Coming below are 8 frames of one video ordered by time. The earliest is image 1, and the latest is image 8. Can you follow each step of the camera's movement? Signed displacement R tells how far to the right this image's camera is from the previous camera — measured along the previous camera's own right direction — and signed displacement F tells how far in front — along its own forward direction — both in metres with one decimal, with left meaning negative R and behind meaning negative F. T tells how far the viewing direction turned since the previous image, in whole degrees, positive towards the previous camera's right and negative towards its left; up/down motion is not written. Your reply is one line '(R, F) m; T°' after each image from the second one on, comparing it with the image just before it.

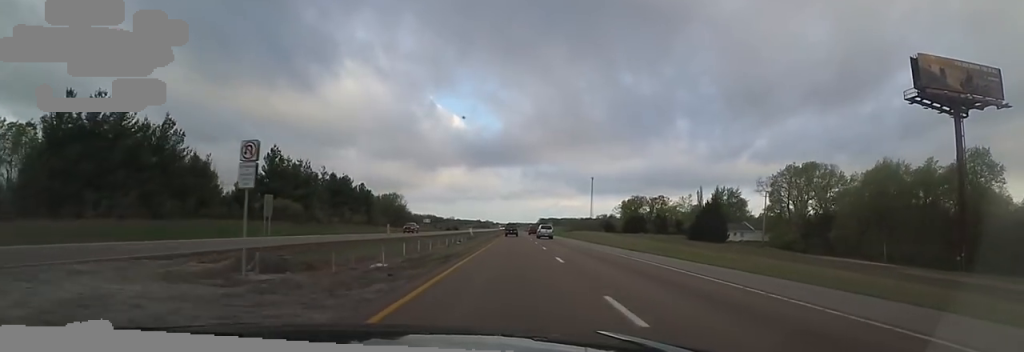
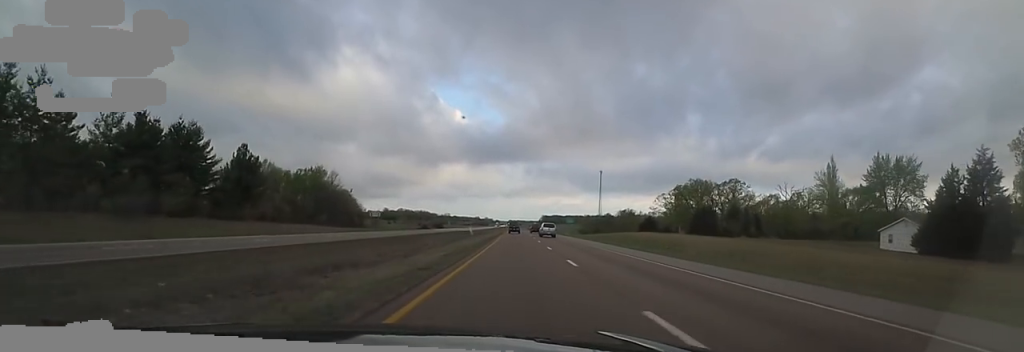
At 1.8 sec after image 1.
(-1.2, +62.3) m; 0°
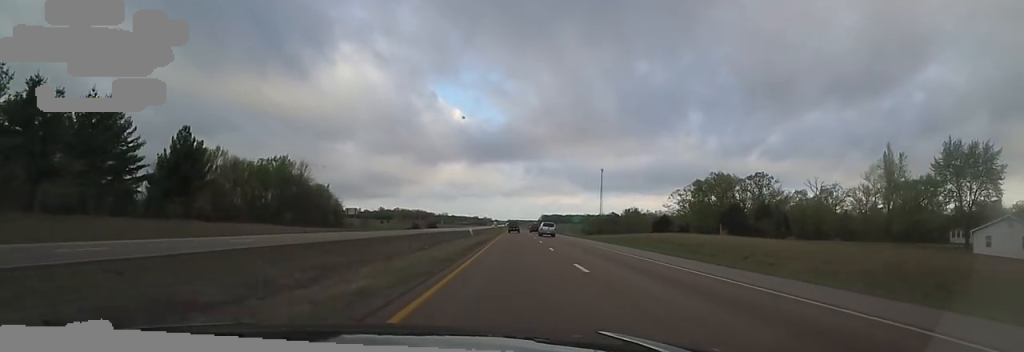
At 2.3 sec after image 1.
(0.0, +14.9) m; 0°
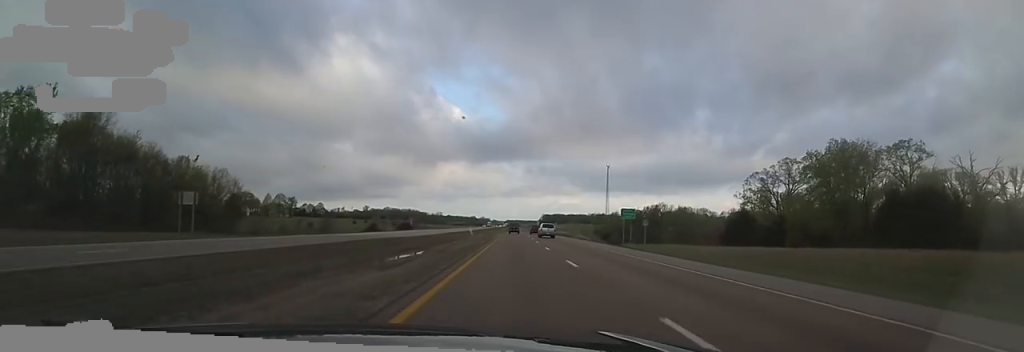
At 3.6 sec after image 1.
(0.0, +47.7) m; +1°
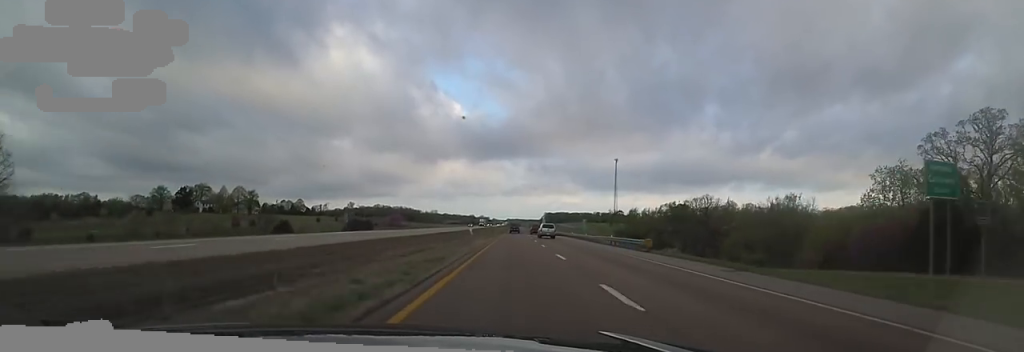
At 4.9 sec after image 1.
(+0.7, +45.4) m; -1°
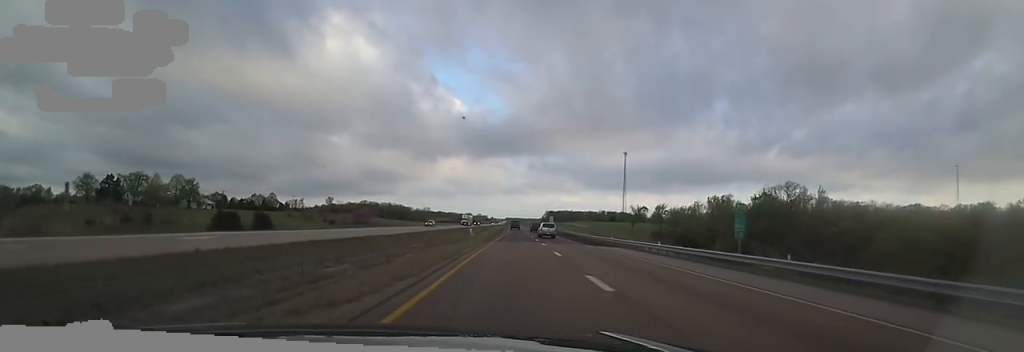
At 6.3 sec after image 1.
(-1.2, +46.9) m; 0°
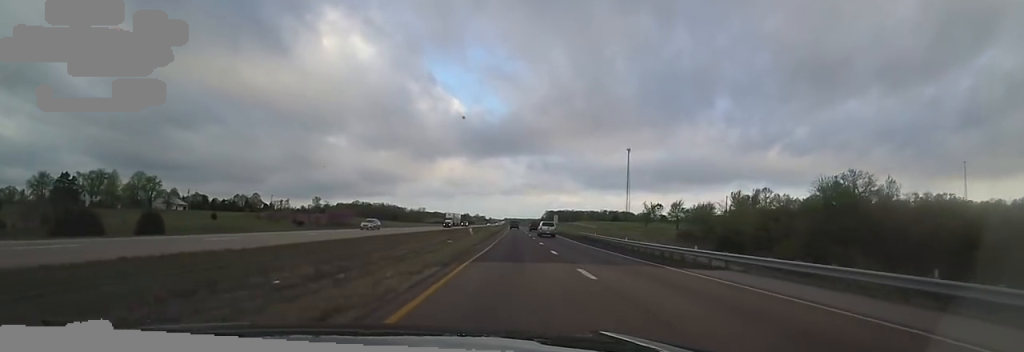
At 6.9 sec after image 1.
(0.0, +21.5) m; +2°
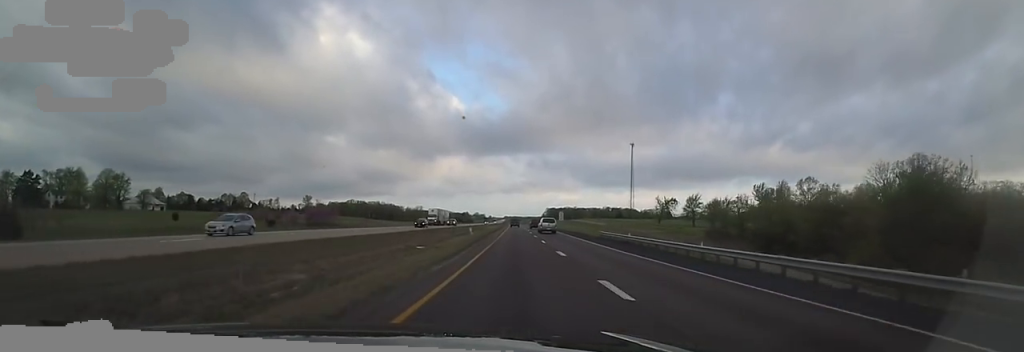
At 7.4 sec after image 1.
(+0.5, +16.1) m; -1°
